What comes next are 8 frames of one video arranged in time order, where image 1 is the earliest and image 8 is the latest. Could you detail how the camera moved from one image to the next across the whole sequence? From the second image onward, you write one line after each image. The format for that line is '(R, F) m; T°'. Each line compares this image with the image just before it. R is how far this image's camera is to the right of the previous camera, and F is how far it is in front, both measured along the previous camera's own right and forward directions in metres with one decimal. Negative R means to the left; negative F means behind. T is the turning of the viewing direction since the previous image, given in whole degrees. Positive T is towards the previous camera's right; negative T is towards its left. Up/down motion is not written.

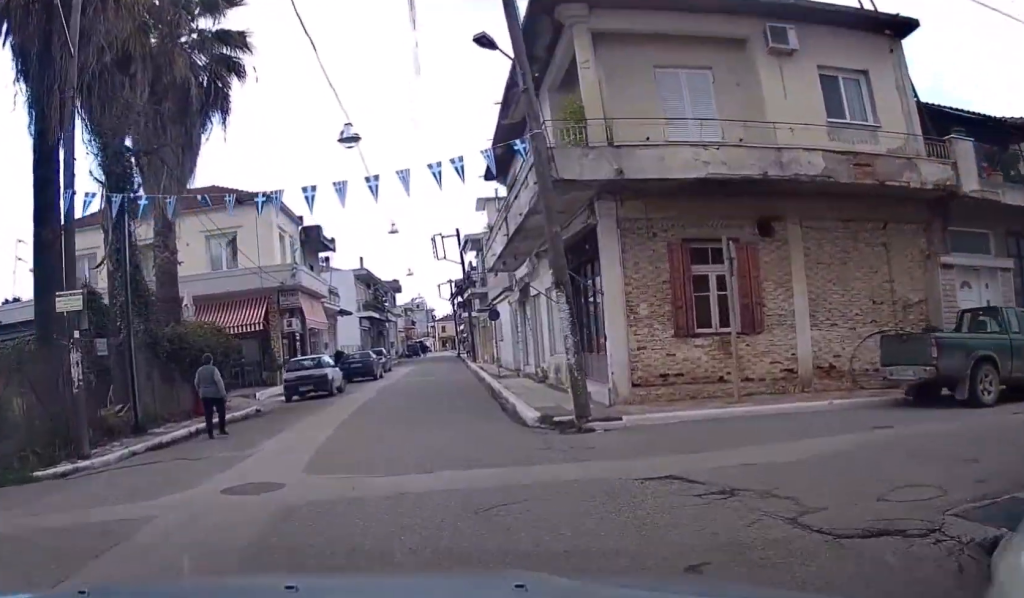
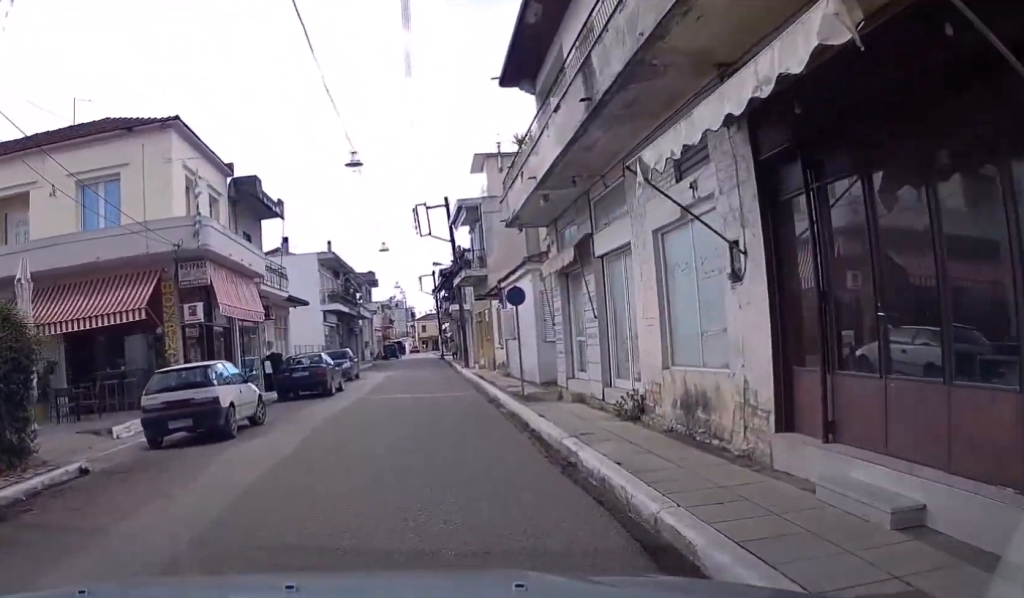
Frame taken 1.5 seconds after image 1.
(0.0, +11.4) m; +3°
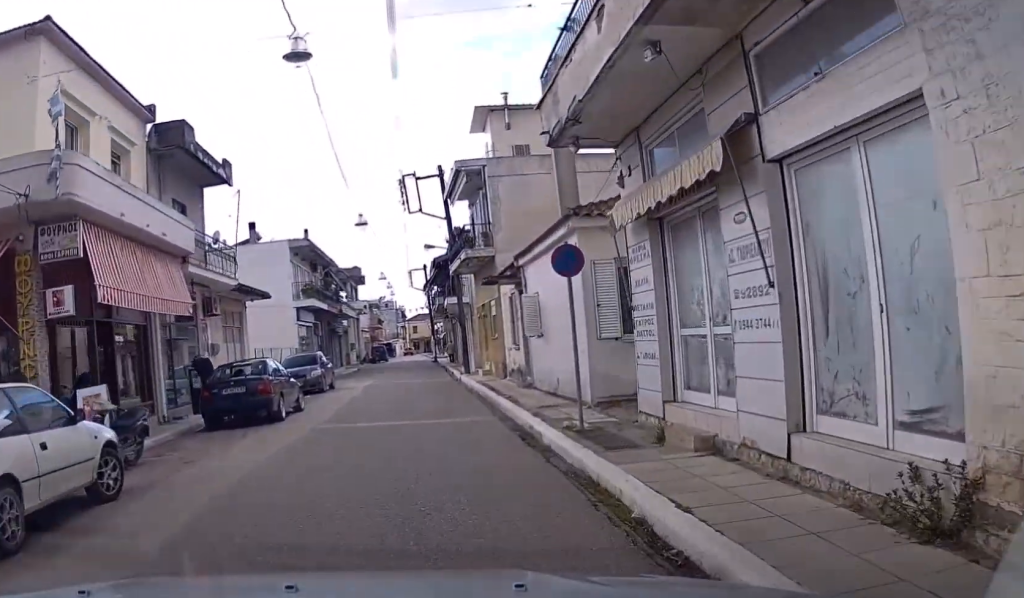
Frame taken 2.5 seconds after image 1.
(+0.3, +7.5) m; +3°
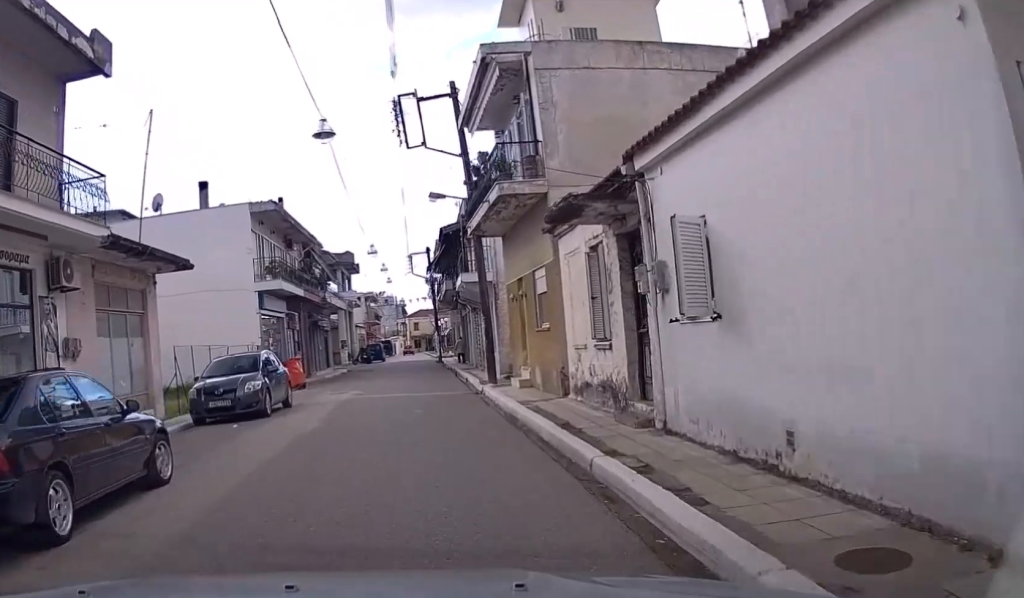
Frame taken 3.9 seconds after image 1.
(+0.3, +10.7) m; -1°
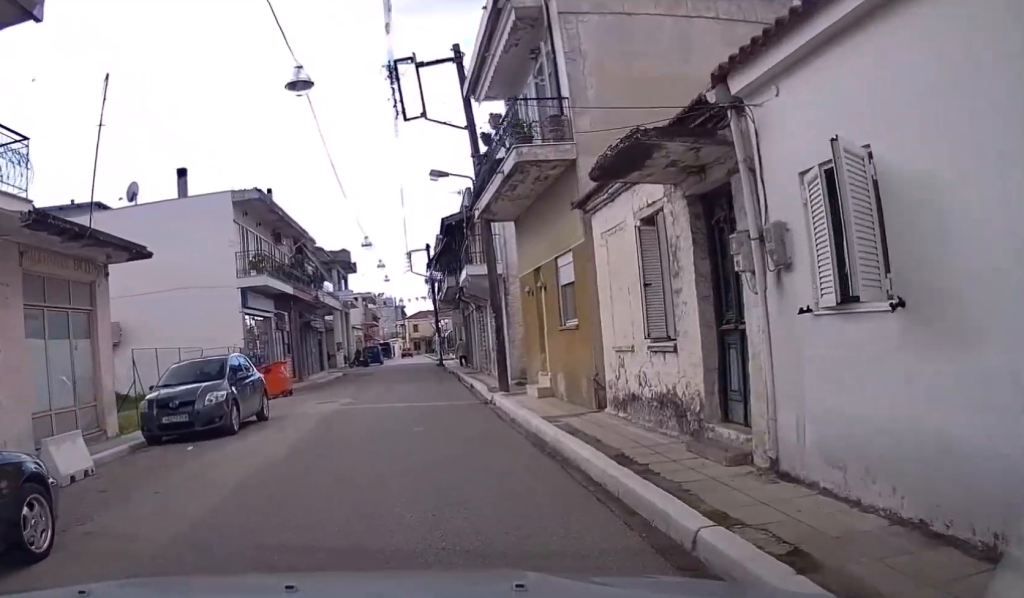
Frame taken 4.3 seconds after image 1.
(-0.1, +3.1) m; -1°
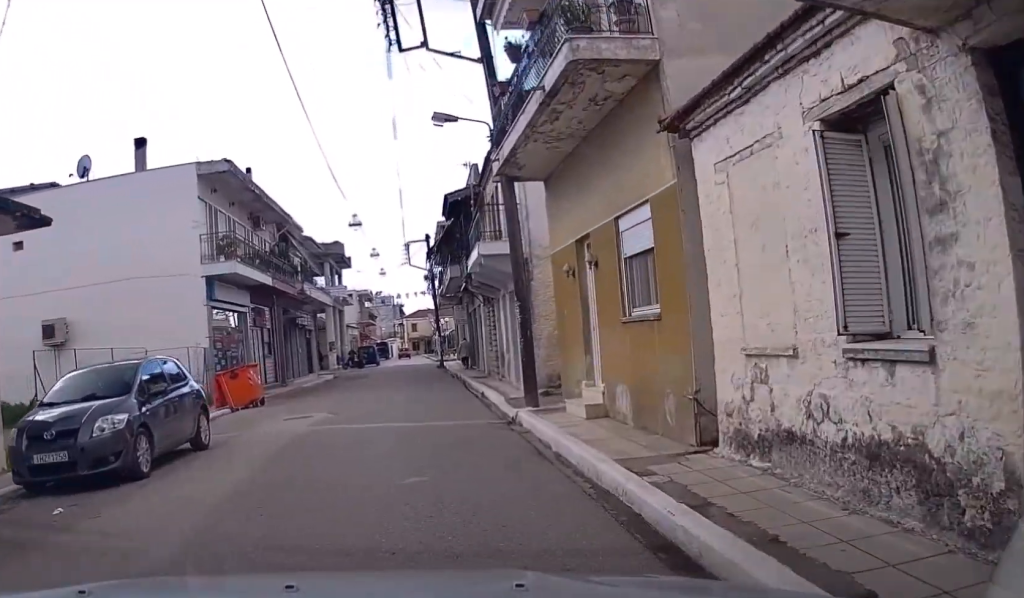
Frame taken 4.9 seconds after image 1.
(-0.2, +4.6) m; -2°
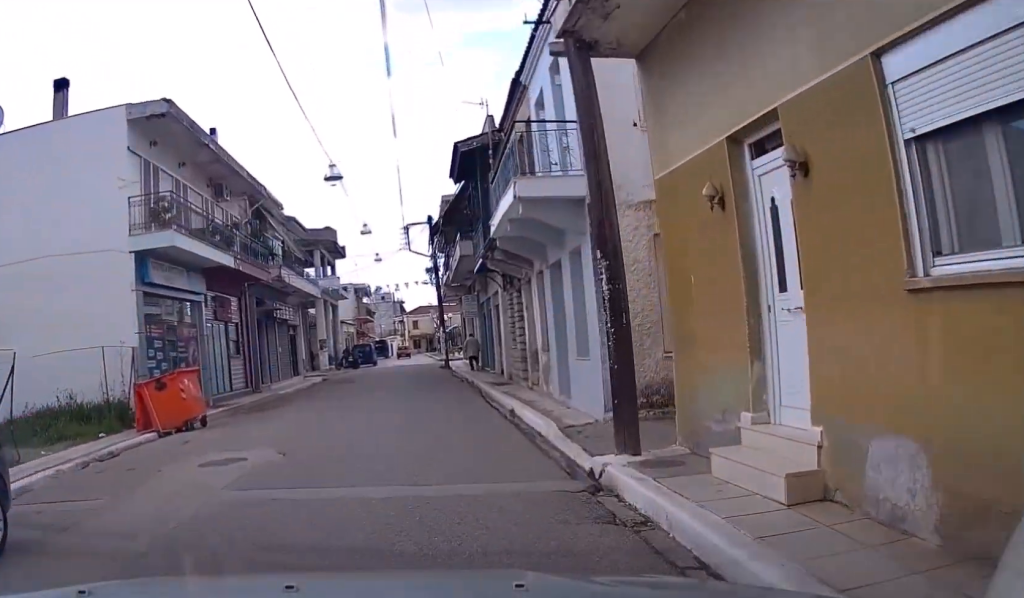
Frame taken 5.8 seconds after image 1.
(-0.1, +6.4) m; 0°
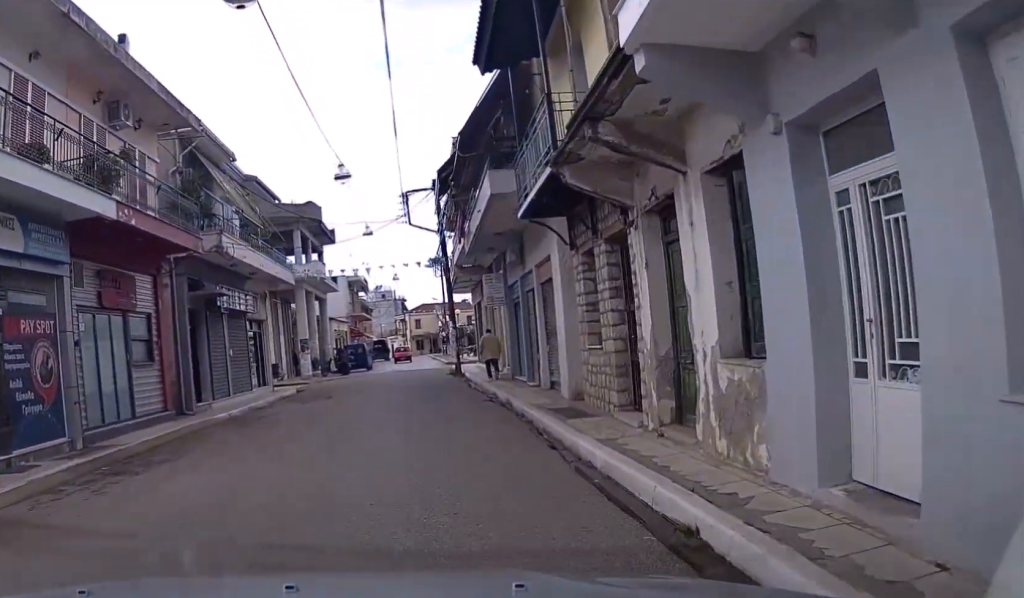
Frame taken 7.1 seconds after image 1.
(0.0, +9.9) m; +2°
